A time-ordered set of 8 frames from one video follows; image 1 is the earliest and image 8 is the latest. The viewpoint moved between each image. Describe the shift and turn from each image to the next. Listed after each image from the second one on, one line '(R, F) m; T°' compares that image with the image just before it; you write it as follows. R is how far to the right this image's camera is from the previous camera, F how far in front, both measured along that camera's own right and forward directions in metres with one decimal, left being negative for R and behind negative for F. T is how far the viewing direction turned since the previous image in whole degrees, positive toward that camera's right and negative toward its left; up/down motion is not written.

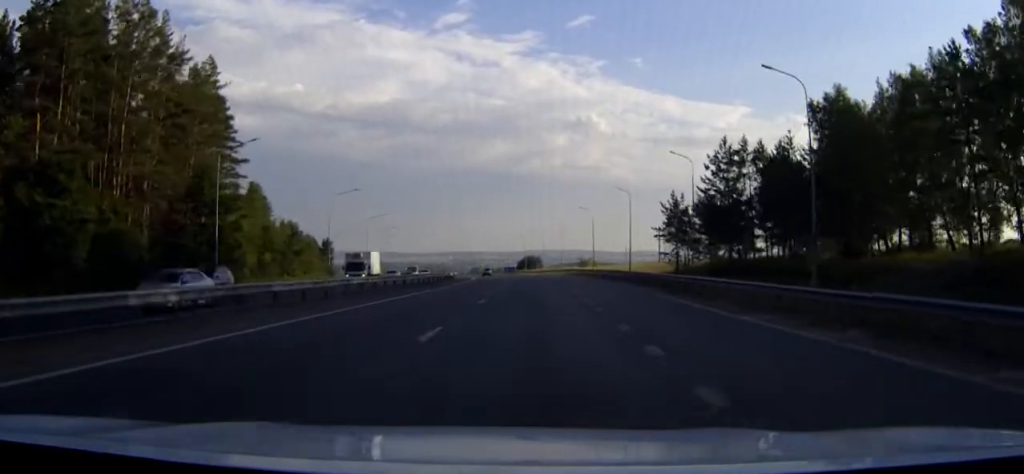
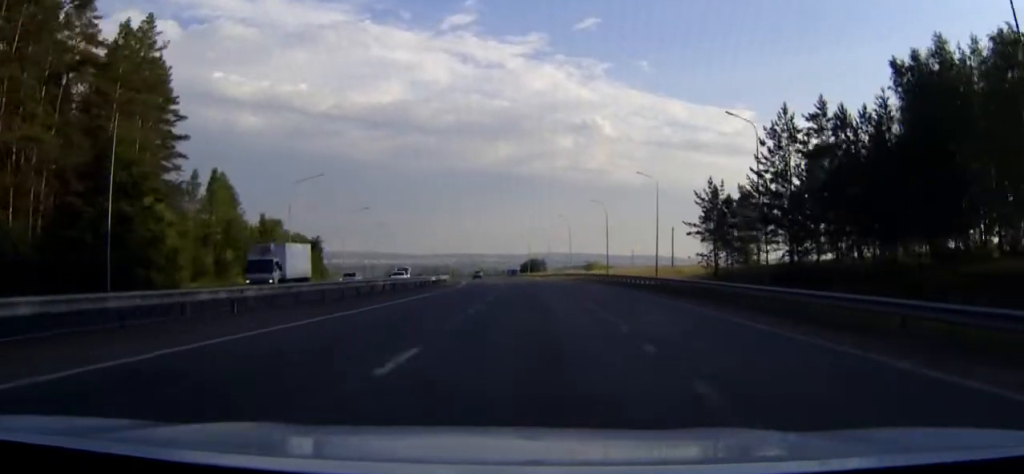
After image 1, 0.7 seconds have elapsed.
(0.0, +15.6) m; 0°
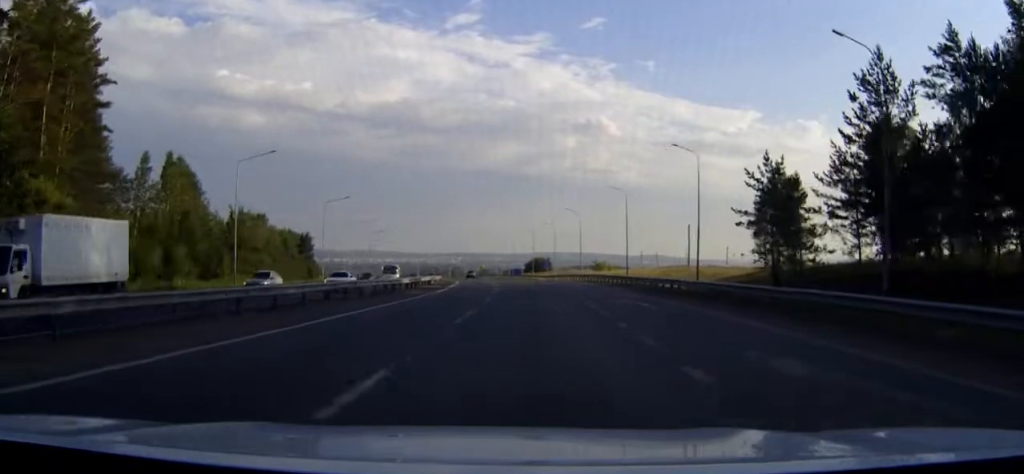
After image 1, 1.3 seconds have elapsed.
(0.0, +14.7) m; -1°
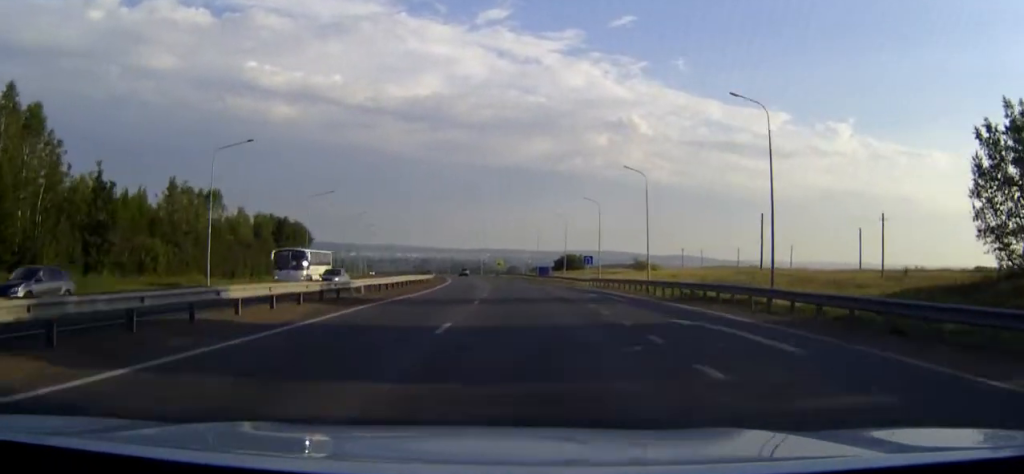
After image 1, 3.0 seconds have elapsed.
(-0.8, +39.5) m; -2°
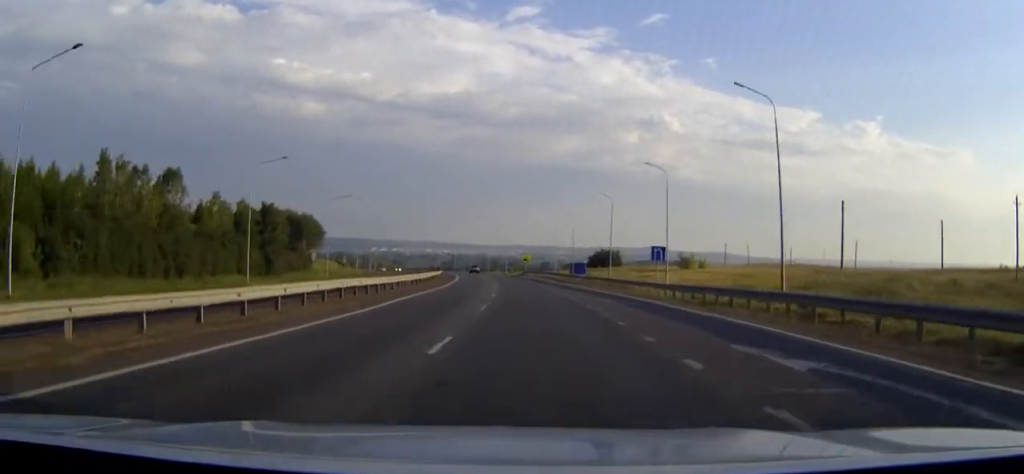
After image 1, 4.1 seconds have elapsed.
(-0.3, +26.6) m; -2°
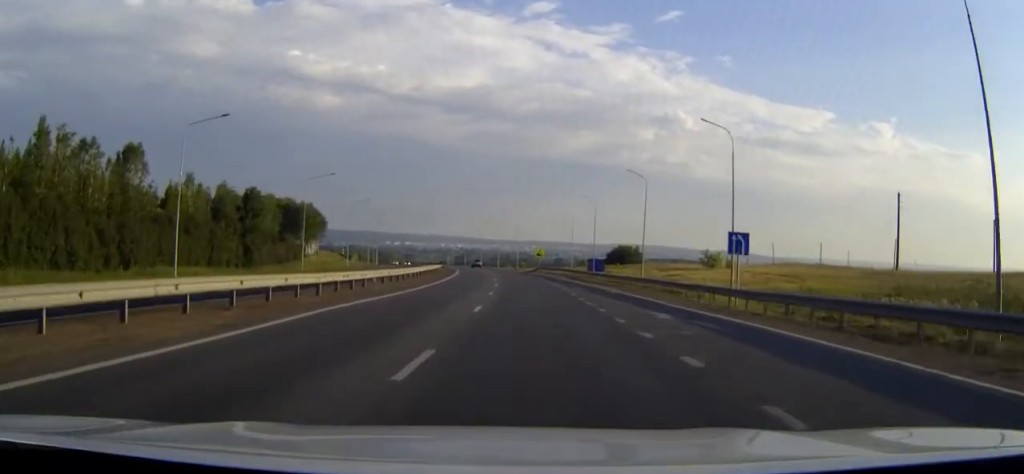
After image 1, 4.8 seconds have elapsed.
(-0.2, +15.7) m; -1°
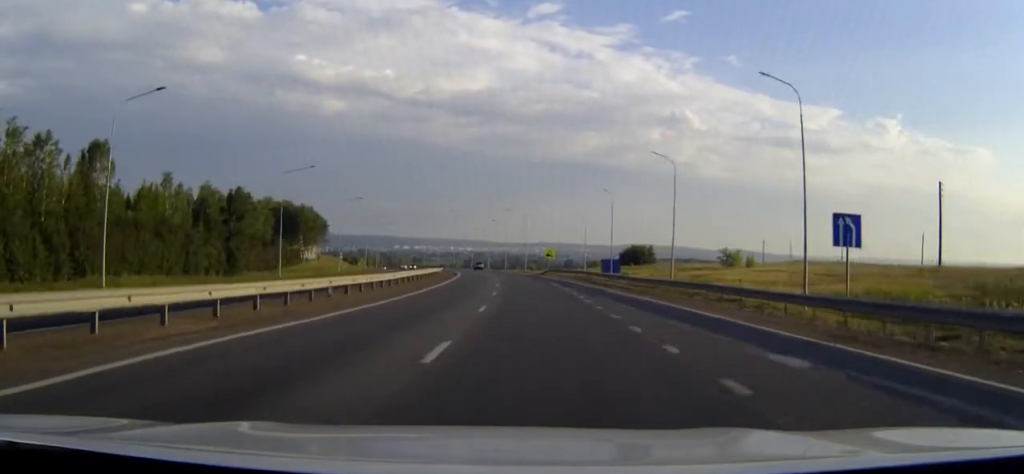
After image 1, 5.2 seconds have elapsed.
(0.0, +10.3) m; -1°
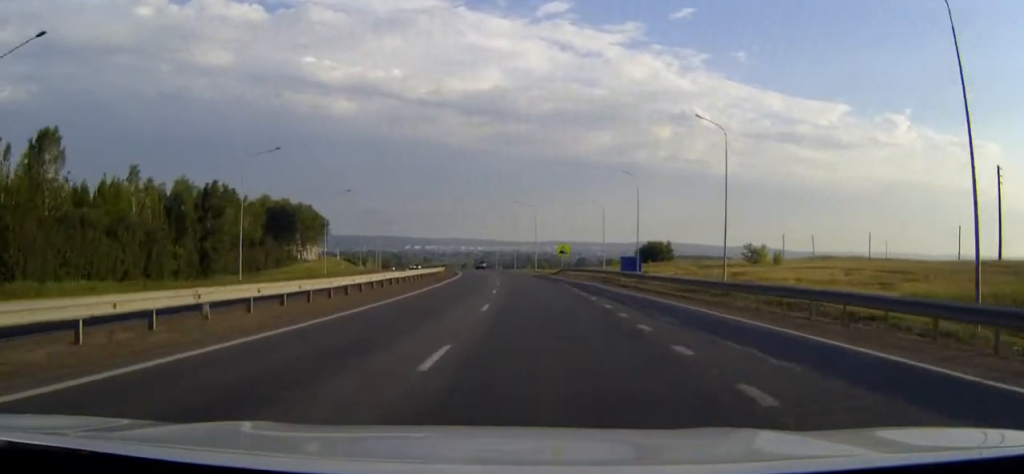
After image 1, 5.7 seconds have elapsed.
(-0.2, +12.3) m; -2°
